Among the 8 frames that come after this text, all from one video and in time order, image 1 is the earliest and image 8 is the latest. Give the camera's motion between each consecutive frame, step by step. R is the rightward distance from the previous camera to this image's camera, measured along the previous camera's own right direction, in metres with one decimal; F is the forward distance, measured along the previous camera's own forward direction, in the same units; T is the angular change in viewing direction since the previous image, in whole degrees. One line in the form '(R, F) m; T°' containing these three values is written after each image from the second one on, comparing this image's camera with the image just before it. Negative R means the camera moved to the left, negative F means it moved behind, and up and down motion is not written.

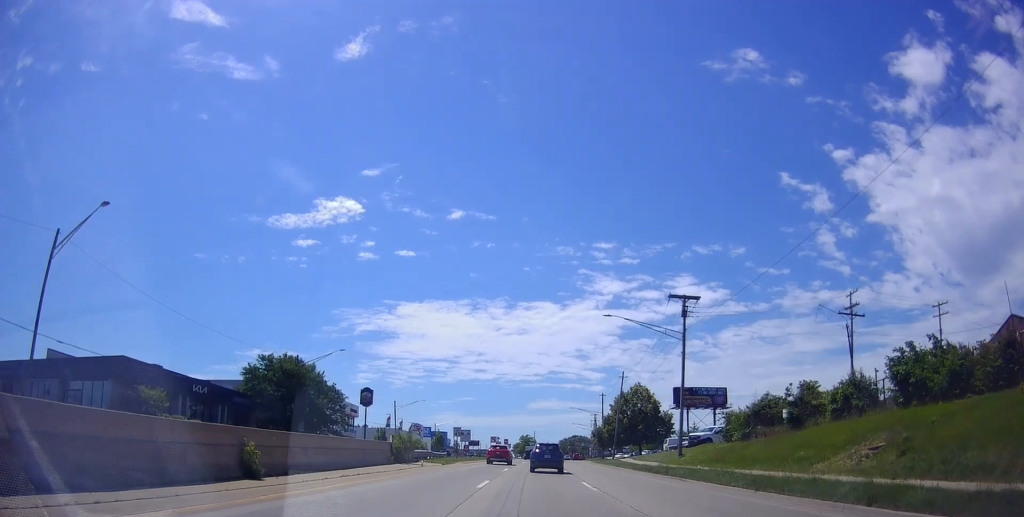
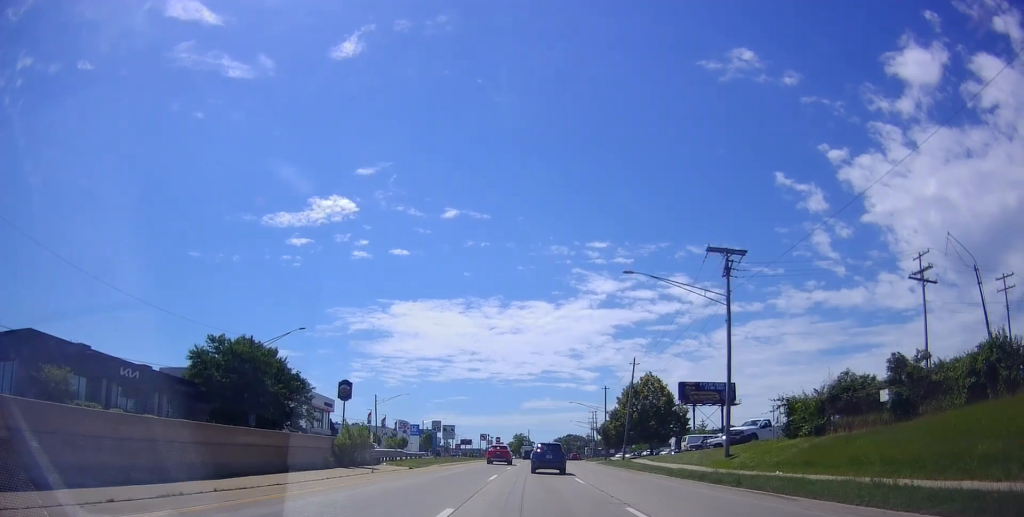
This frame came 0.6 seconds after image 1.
(0.0, +10.9) m; +1°
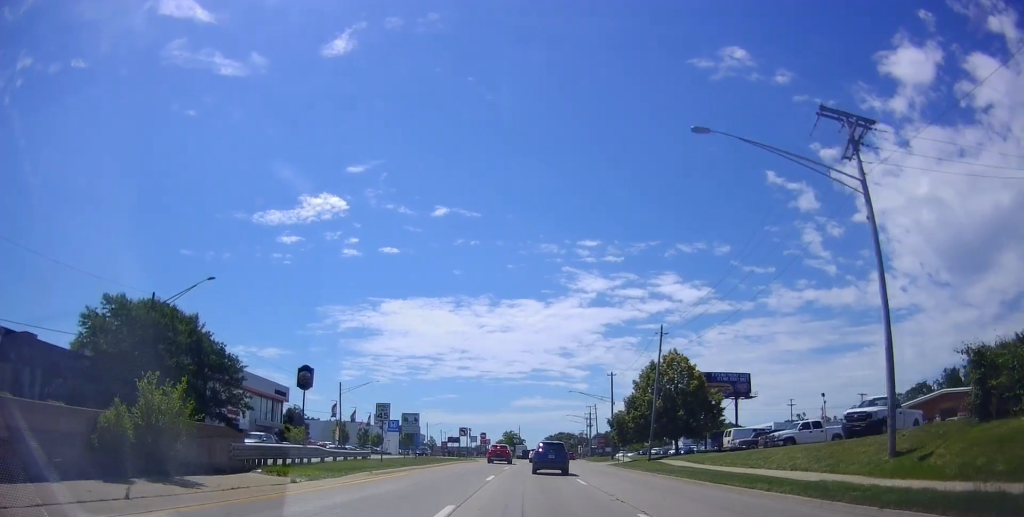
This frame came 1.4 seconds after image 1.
(+0.1, +16.2) m; +2°
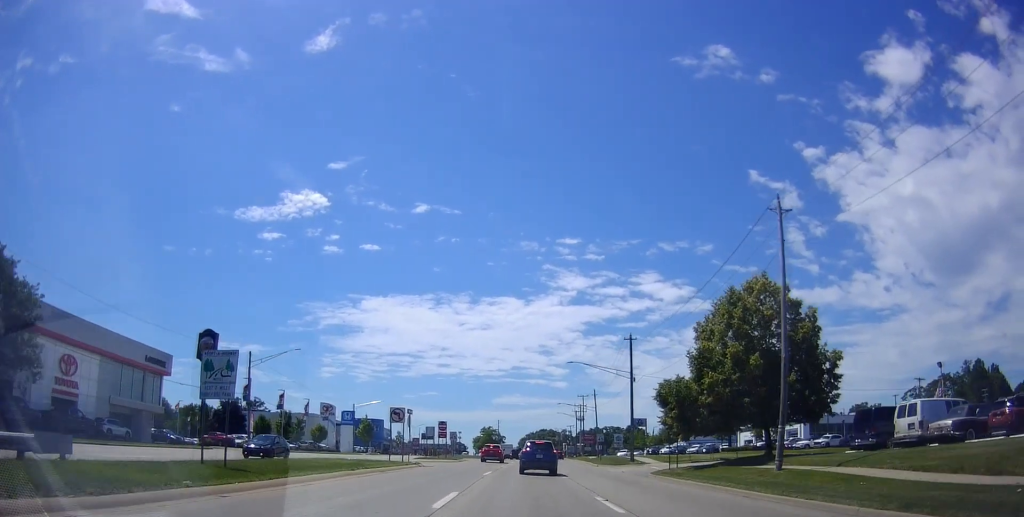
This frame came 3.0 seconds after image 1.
(+0.9, +27.6) m; +2°
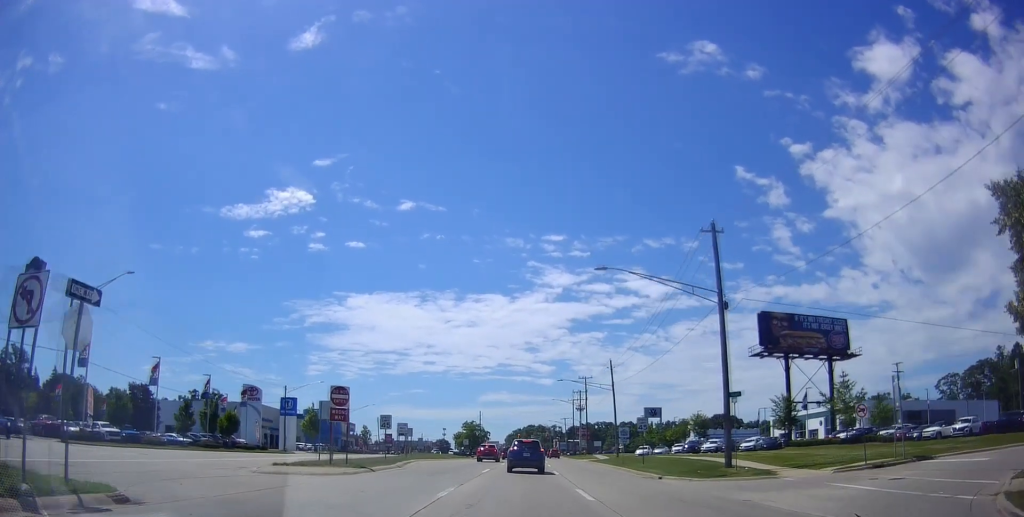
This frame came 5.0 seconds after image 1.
(0.0, +31.2) m; +2°
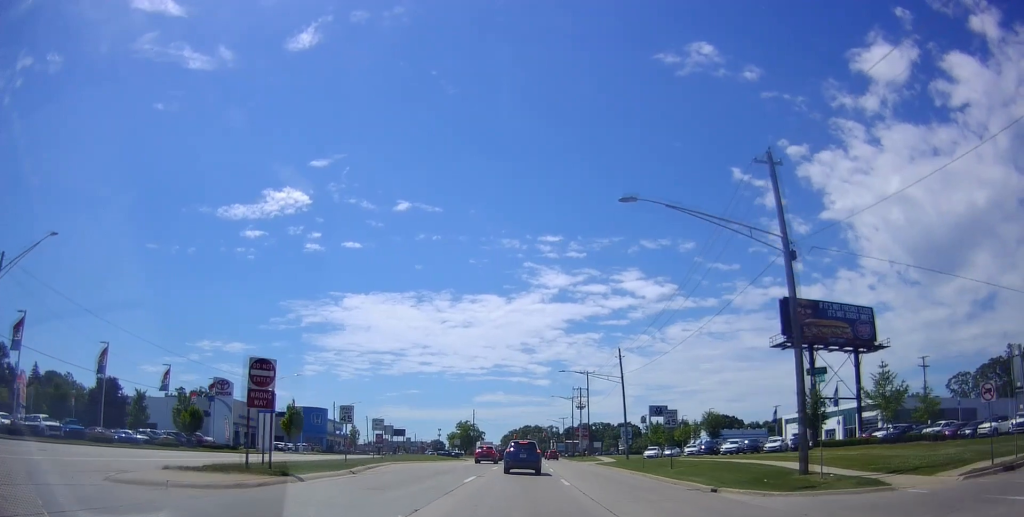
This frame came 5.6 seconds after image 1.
(+0.3, +8.6) m; +1°
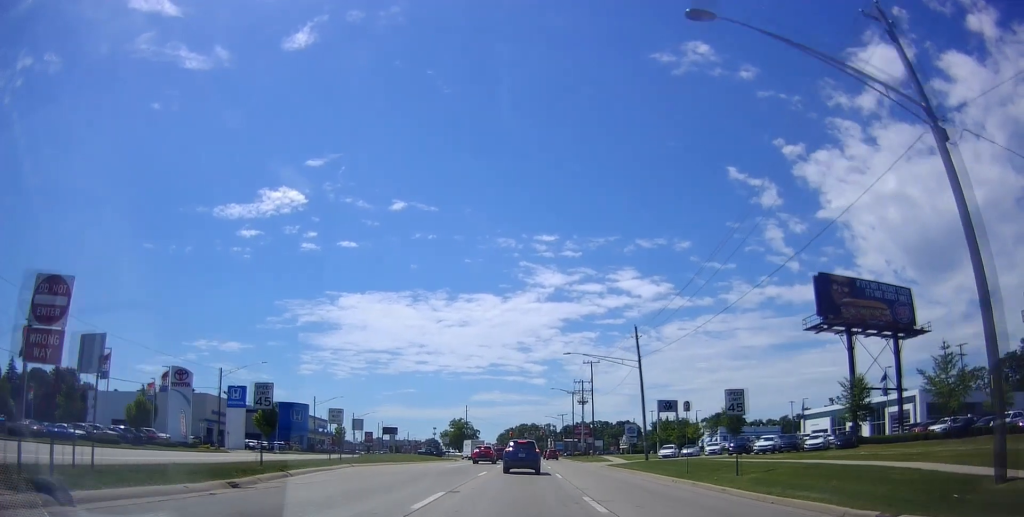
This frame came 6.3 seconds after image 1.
(+0.3, +10.6) m; 0°
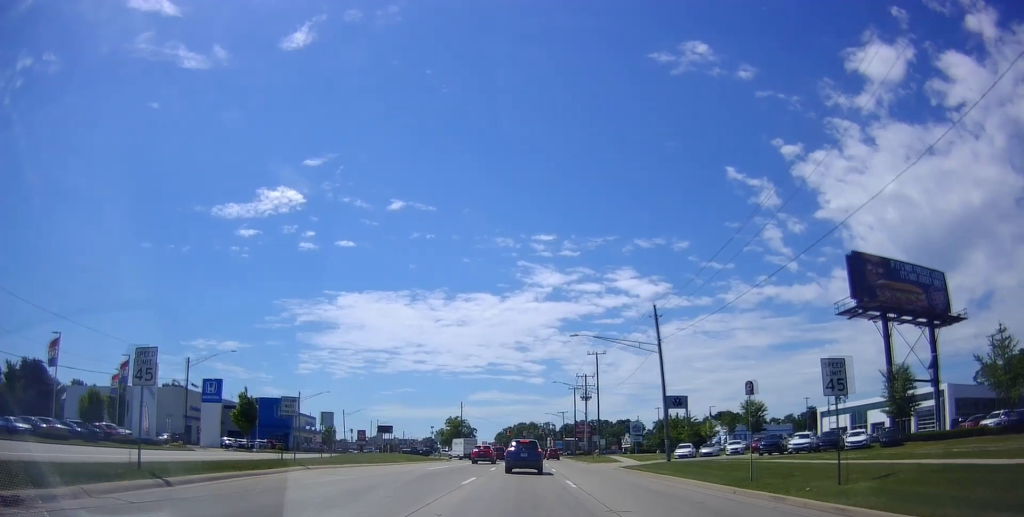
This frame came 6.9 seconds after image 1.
(-0.4, +7.8) m; 0°
